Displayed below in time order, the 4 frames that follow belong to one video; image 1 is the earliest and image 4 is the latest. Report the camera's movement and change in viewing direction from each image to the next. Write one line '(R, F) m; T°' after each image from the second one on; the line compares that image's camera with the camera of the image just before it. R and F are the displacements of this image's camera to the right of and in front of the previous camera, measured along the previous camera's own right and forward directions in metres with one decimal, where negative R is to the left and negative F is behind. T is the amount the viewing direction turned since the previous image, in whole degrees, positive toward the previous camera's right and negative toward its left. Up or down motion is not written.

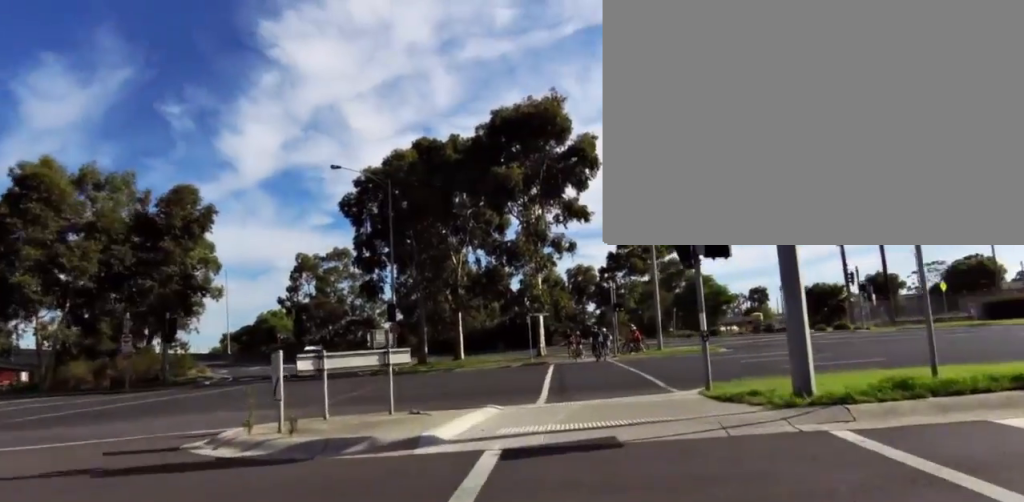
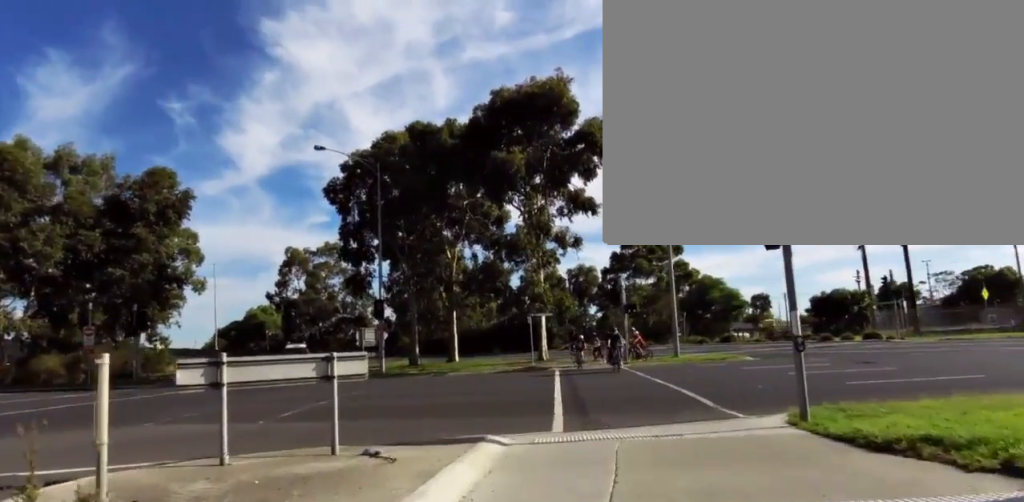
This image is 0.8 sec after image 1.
(-0.1, +3.8) m; -2°
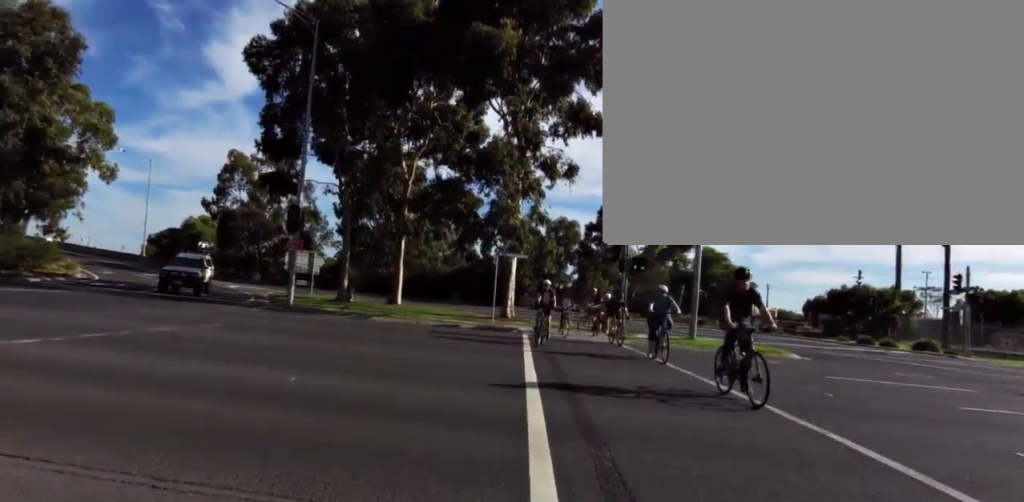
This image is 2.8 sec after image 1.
(+0.2, +9.3) m; +7°
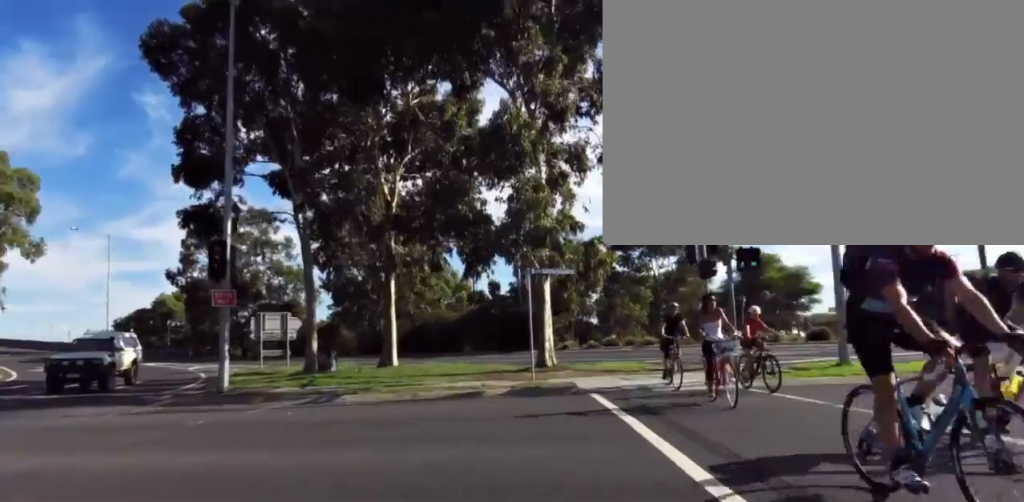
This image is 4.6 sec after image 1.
(+0.8, +7.4) m; +14°
